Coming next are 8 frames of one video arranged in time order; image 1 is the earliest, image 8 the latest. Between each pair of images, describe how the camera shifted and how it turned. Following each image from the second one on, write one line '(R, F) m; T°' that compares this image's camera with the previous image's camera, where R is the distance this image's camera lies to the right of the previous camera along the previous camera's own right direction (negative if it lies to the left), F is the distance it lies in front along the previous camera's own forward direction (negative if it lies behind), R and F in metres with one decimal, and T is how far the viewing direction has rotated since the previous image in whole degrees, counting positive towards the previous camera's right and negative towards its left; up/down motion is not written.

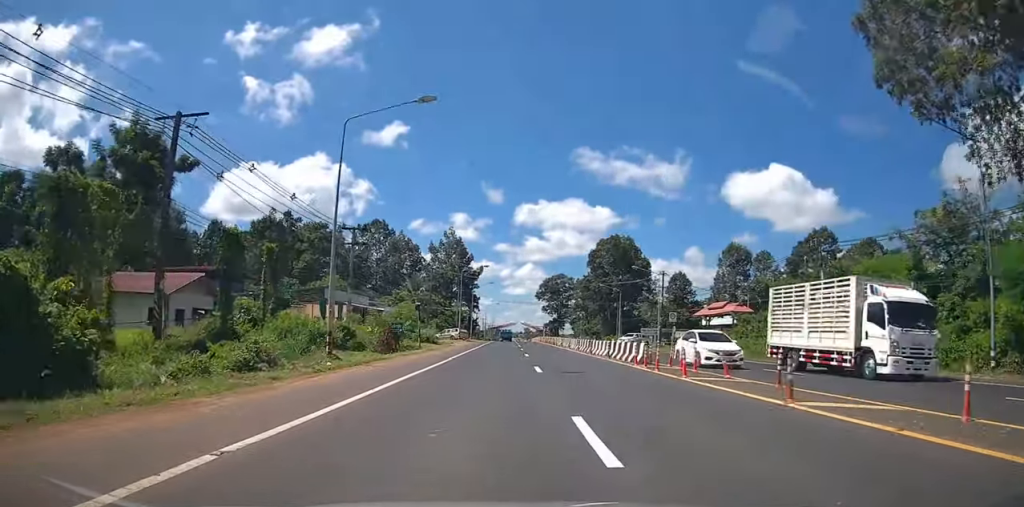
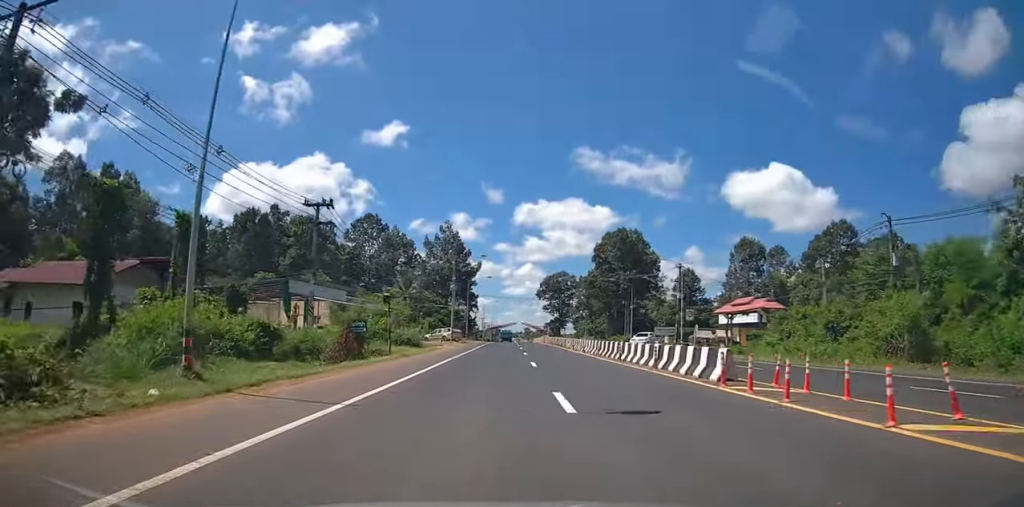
(0.0, +8.7) m; 0°
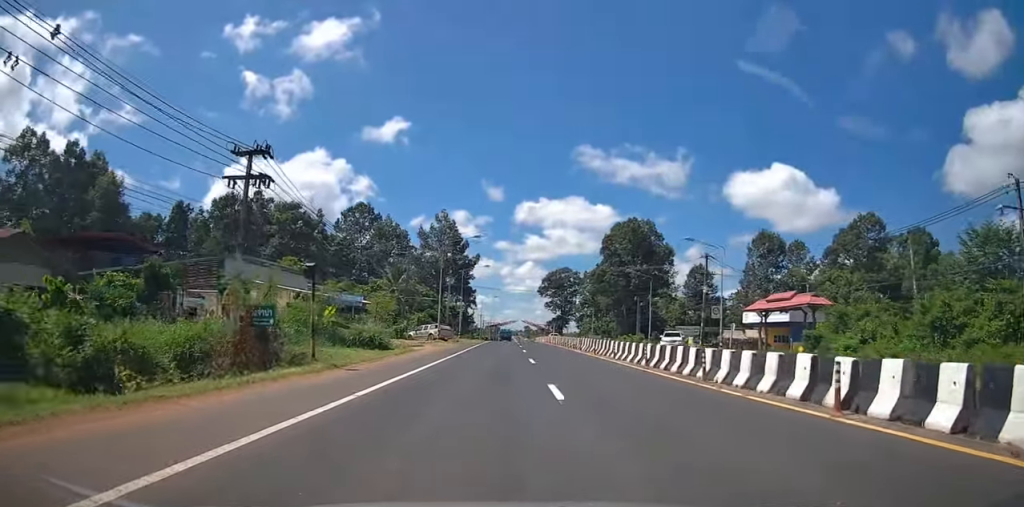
(+0.1, +10.6) m; 0°
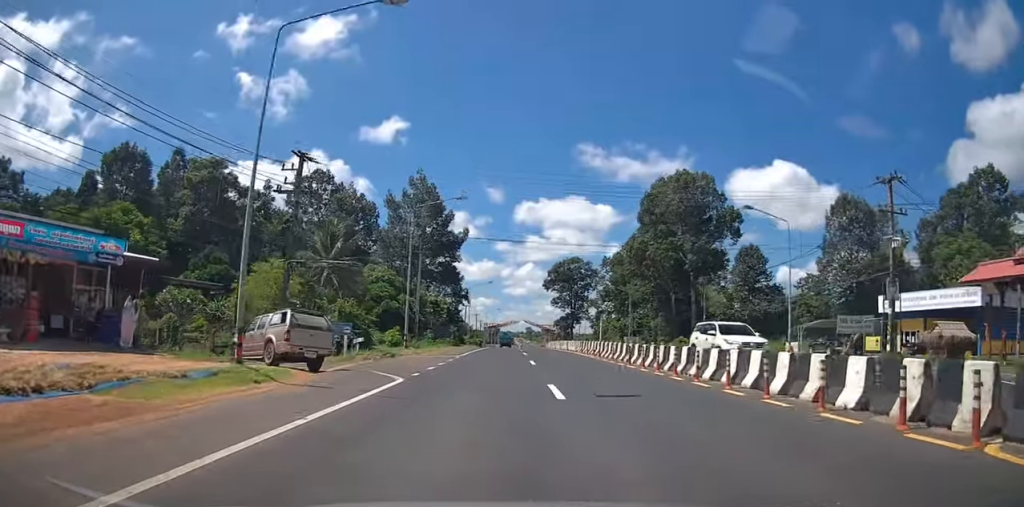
(-0.2, +35.9) m; -1°
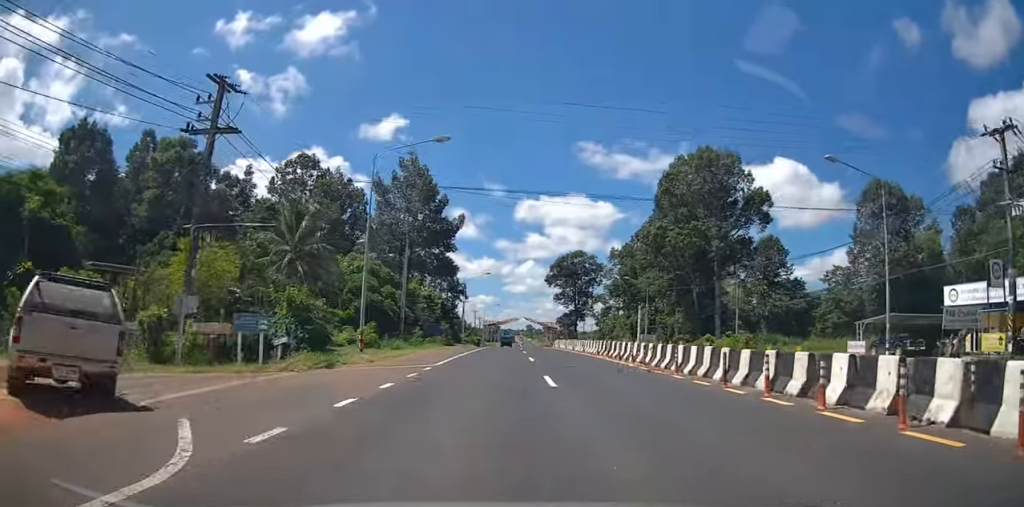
(-0.3, +9.9) m; 0°
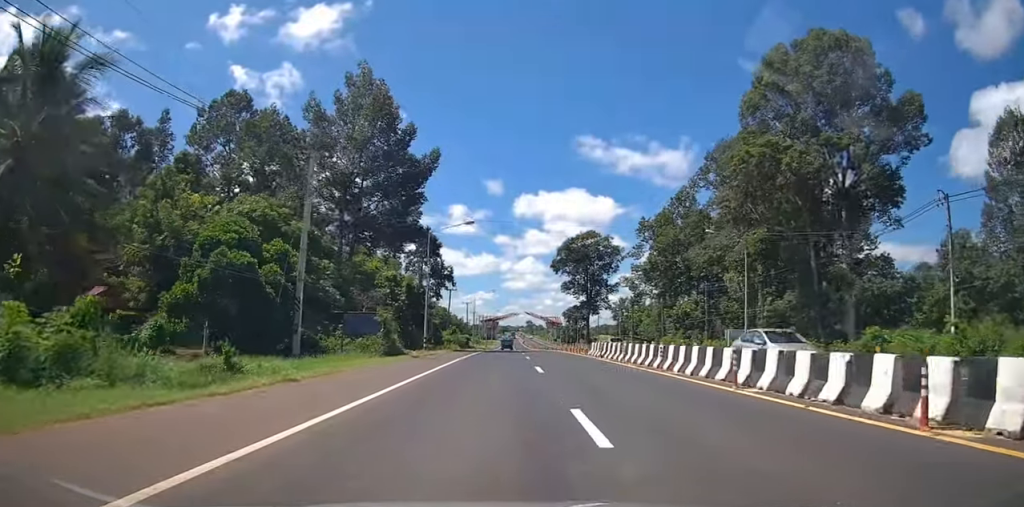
(+0.4, +31.0) m; 0°
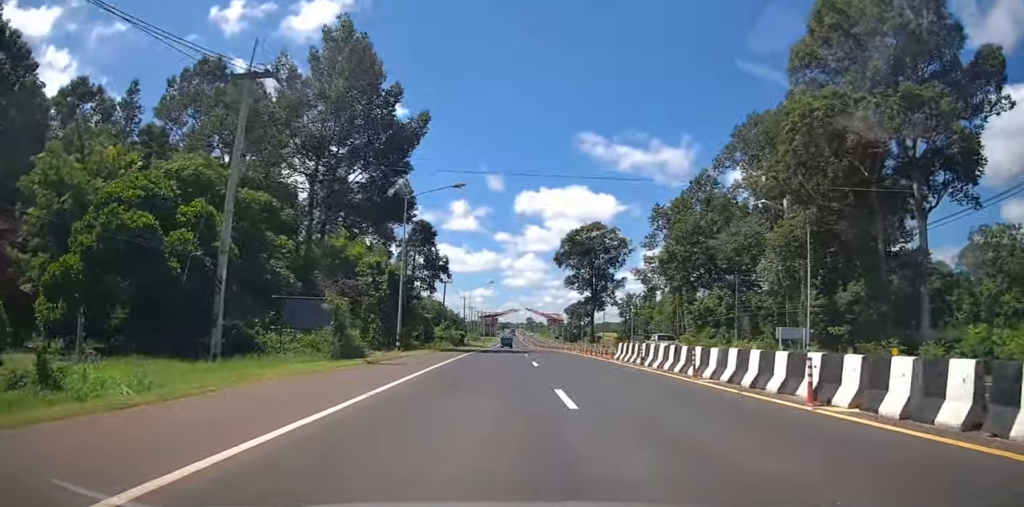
(-0.1, +9.3) m; 0°
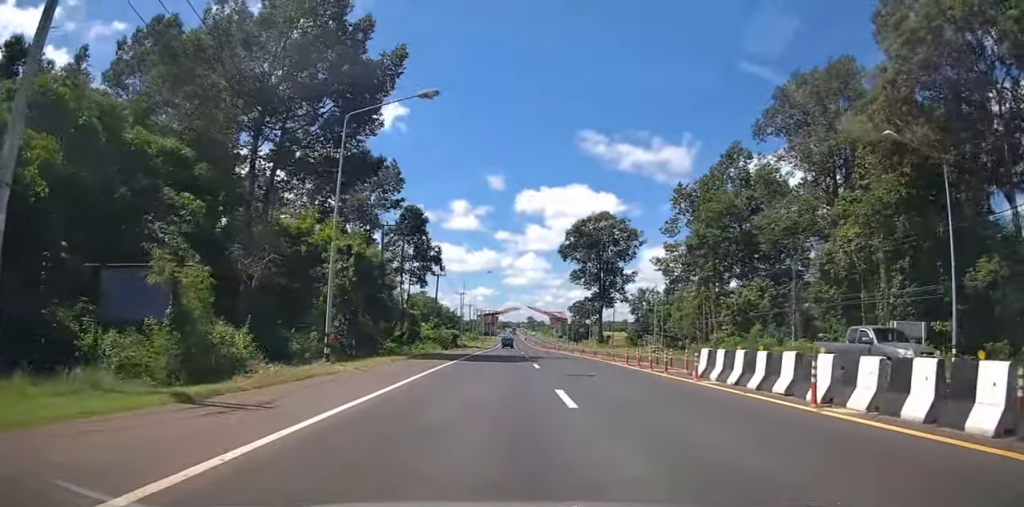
(+0.2, +12.2) m; 0°
